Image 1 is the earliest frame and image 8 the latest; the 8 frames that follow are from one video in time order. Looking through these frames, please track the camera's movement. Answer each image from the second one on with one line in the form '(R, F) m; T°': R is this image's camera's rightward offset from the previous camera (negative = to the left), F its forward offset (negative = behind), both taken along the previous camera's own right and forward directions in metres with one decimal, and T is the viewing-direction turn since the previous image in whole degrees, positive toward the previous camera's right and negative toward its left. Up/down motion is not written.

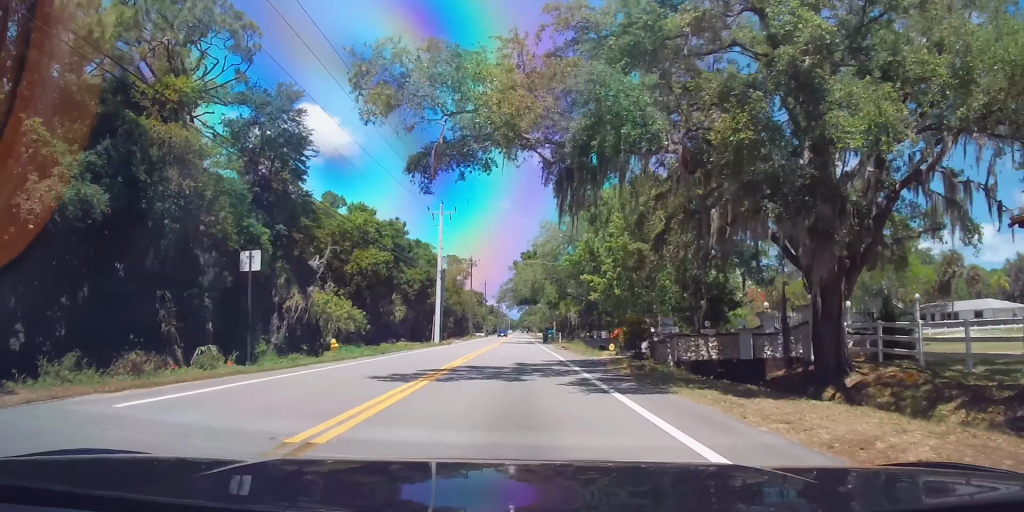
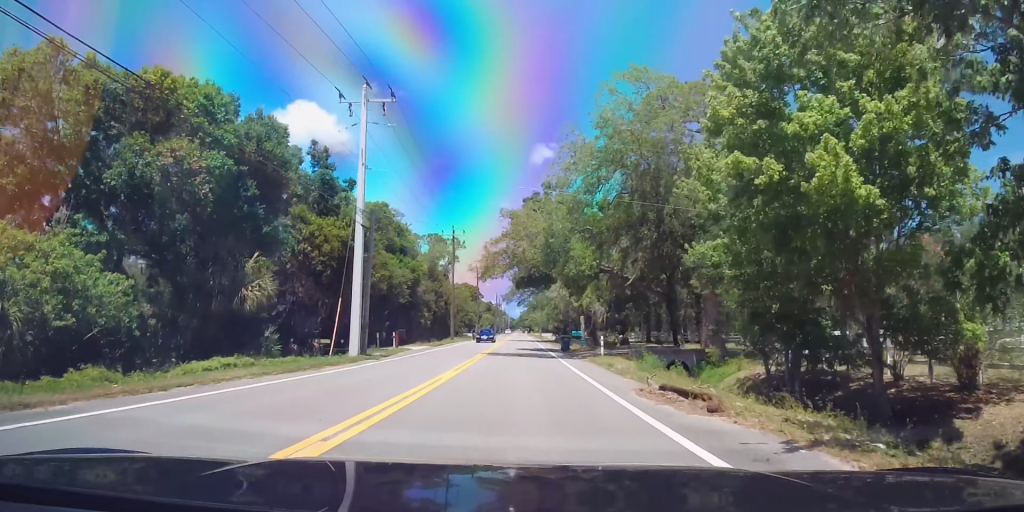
(-0.1, +29.8) m; +1°
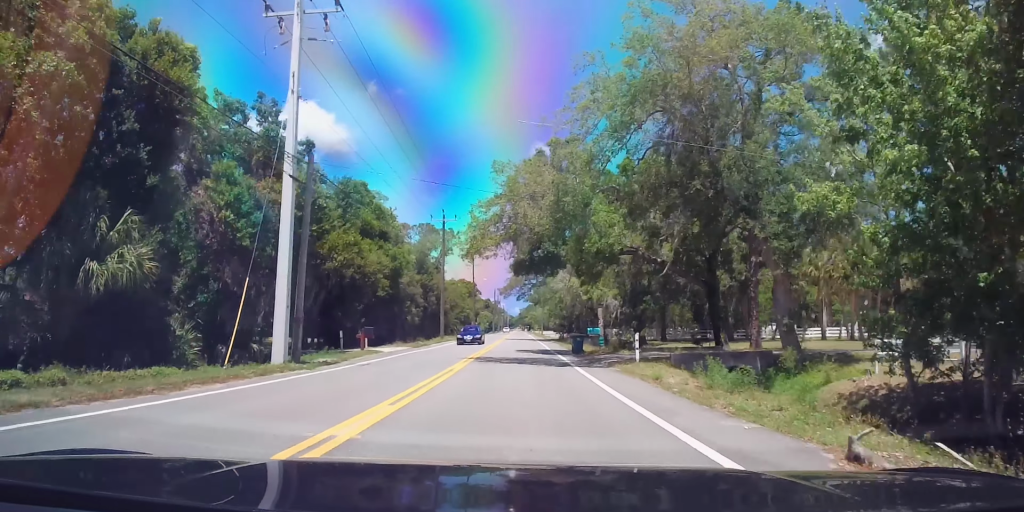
(+0.1, +9.3) m; 0°
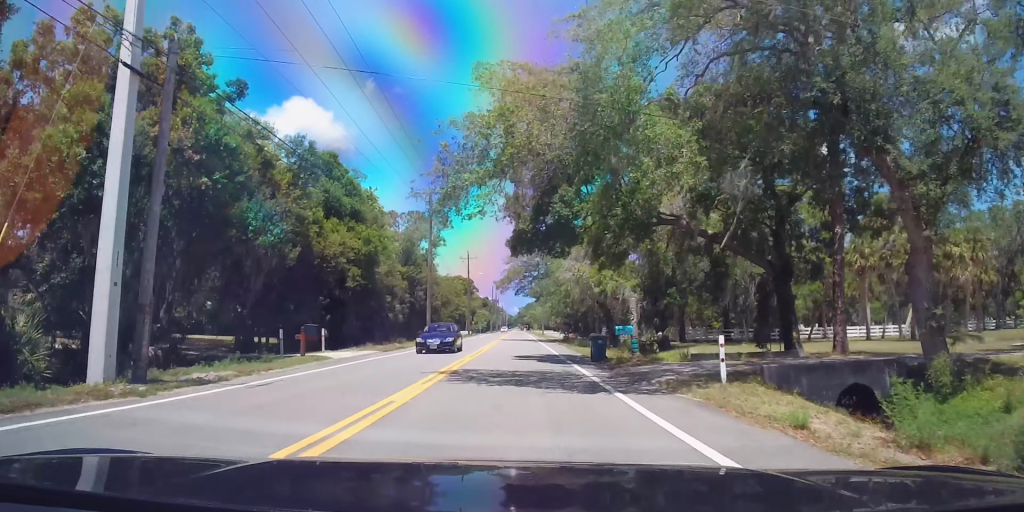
(0.0, +9.2) m; 0°
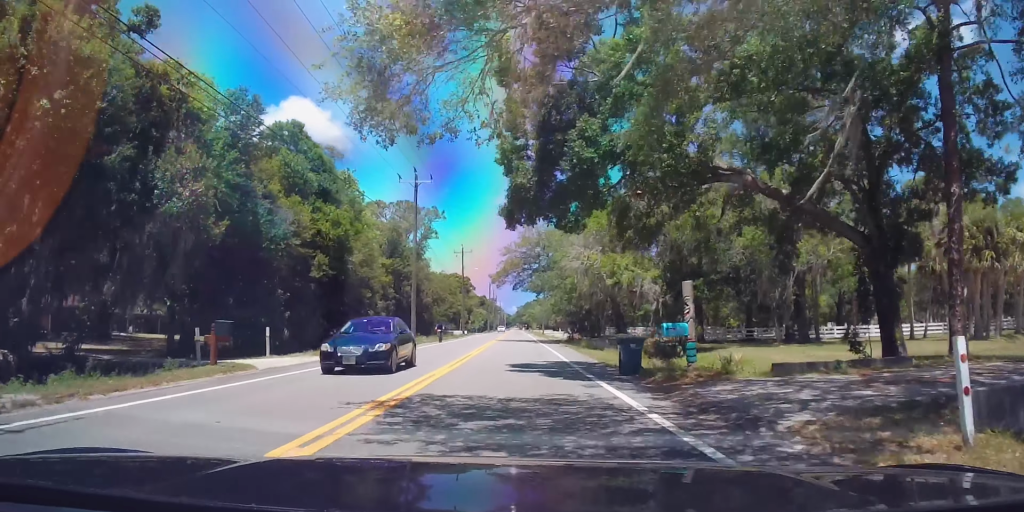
(0.0, +7.9) m; 0°
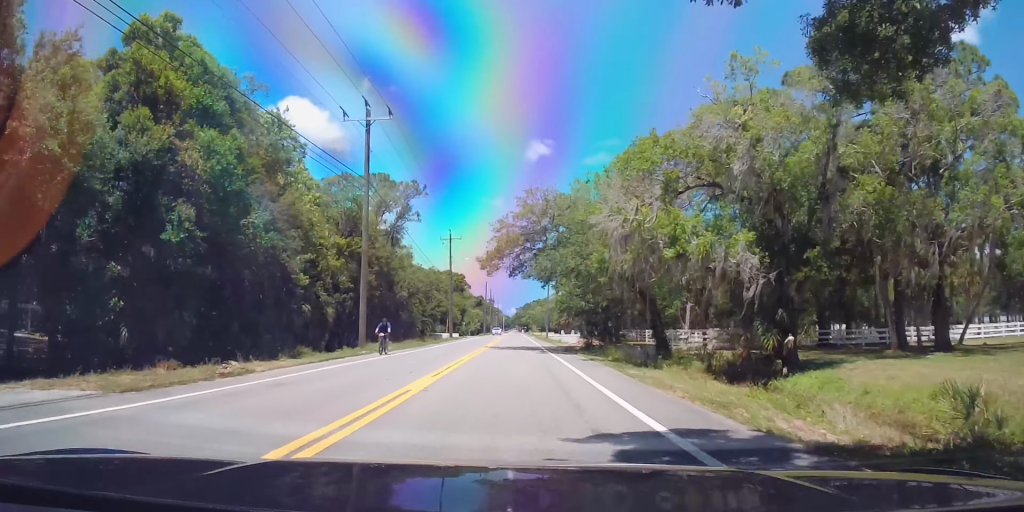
(0.0, +15.8) m; 0°
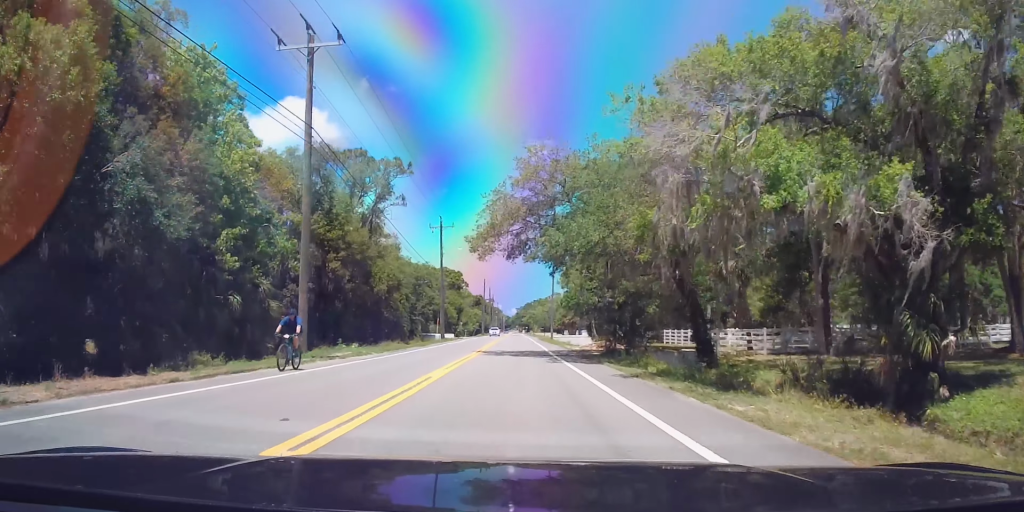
(0.0, +9.6) m; -1°
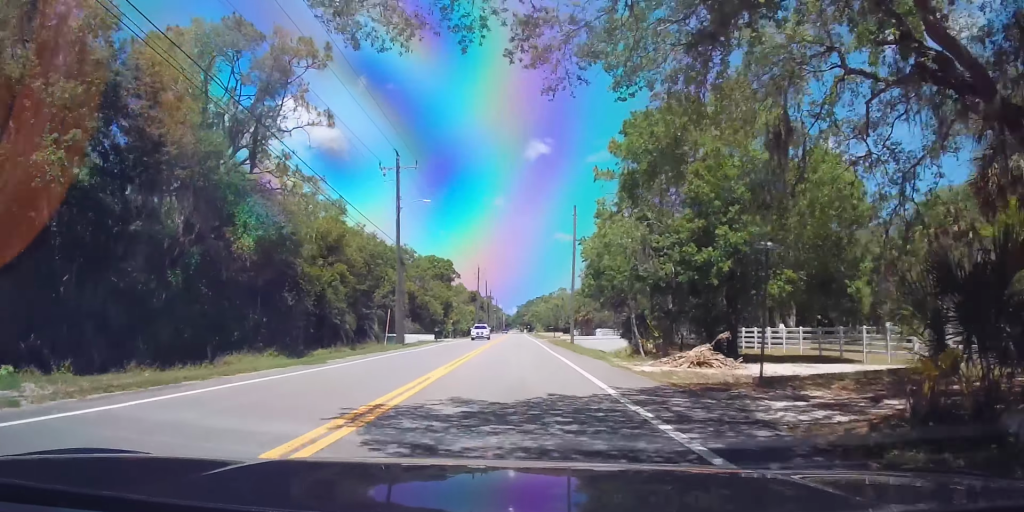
(-0.5, +25.1) m; -1°
